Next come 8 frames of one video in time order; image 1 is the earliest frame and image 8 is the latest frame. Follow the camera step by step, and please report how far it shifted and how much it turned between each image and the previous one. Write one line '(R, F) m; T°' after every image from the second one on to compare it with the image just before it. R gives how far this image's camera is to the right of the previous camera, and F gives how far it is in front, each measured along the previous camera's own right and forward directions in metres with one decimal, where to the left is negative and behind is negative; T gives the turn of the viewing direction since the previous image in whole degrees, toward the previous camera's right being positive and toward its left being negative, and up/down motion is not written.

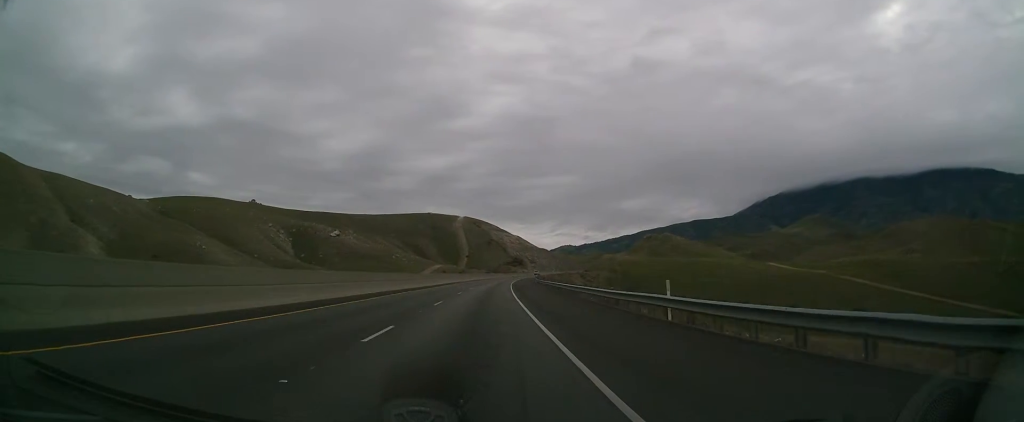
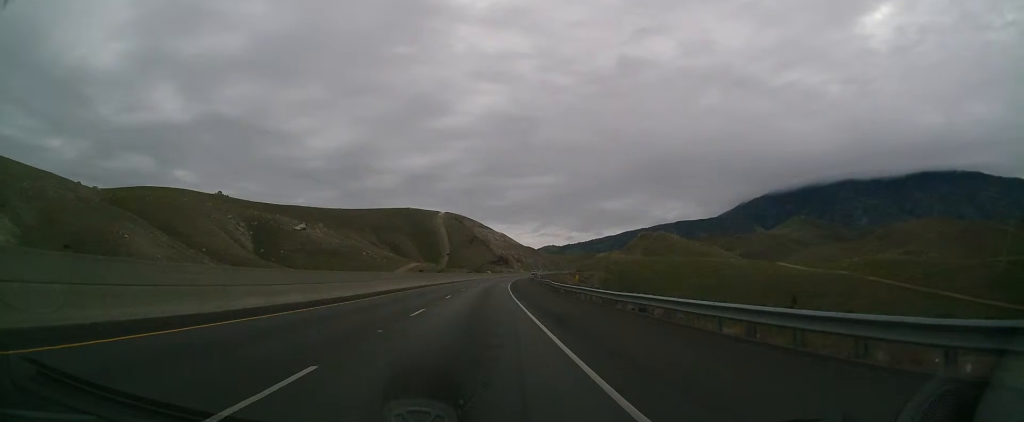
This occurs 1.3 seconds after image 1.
(-0.1, +35.1) m; +1°
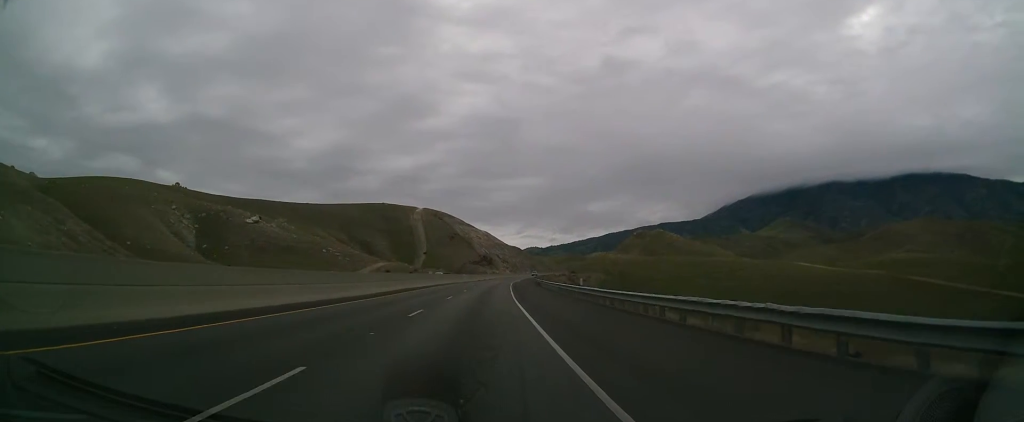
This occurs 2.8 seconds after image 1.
(+1.4, +41.0) m; +3°
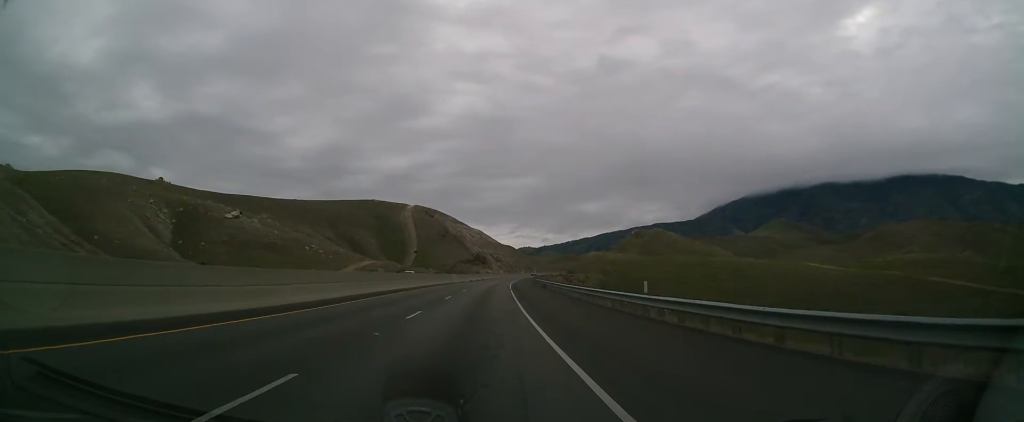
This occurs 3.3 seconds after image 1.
(+0.1, +13.8) m; 0°
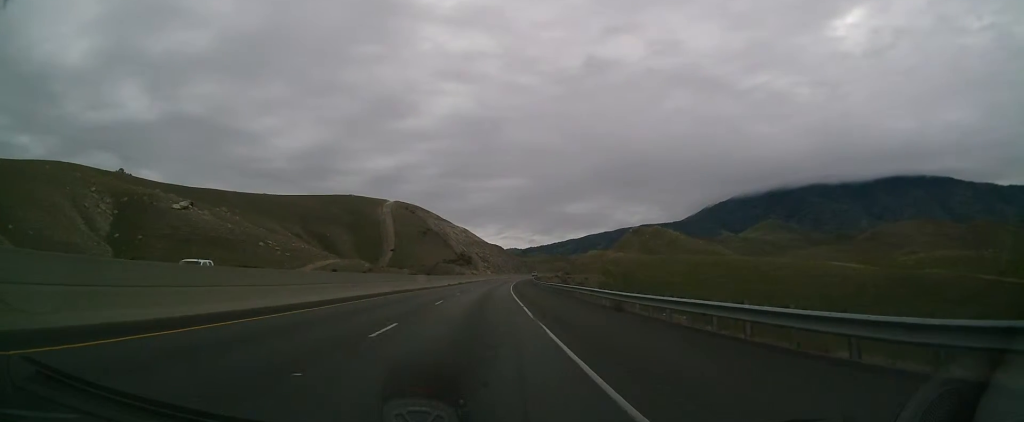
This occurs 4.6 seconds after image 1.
(0.0, +29.8) m; +1°
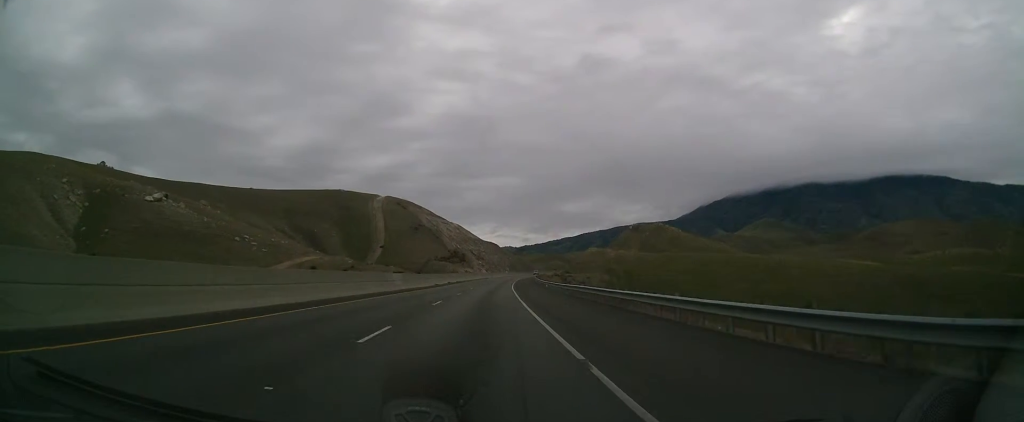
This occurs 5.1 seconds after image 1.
(+0.1, +12.8) m; +1°
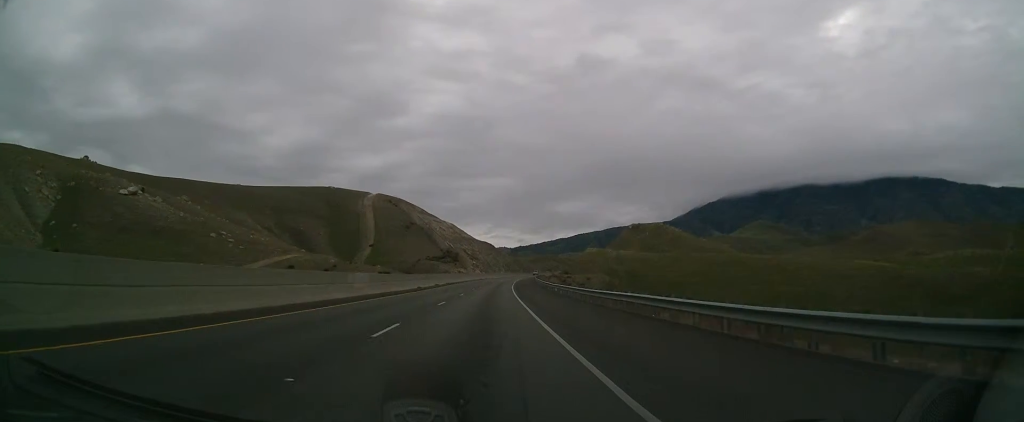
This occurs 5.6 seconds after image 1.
(+0.1, +10.6) m; 0°
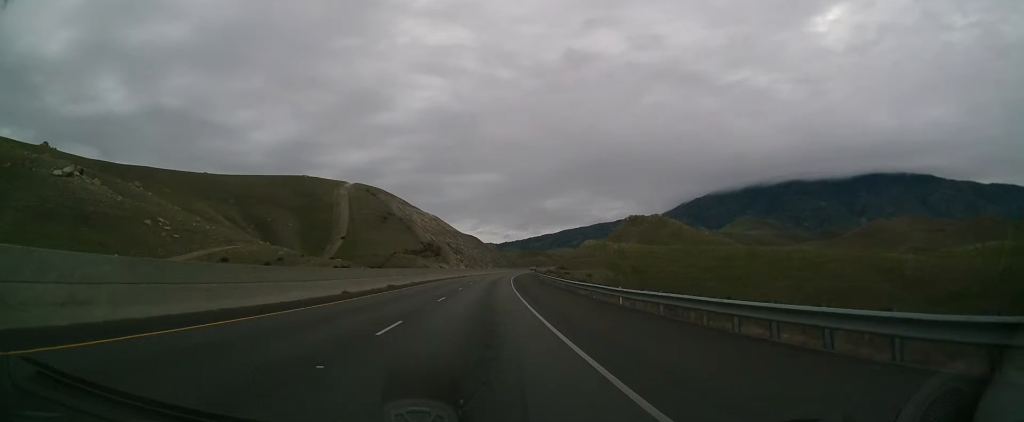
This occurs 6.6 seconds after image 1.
(+0.1, +24.4) m; 0°
